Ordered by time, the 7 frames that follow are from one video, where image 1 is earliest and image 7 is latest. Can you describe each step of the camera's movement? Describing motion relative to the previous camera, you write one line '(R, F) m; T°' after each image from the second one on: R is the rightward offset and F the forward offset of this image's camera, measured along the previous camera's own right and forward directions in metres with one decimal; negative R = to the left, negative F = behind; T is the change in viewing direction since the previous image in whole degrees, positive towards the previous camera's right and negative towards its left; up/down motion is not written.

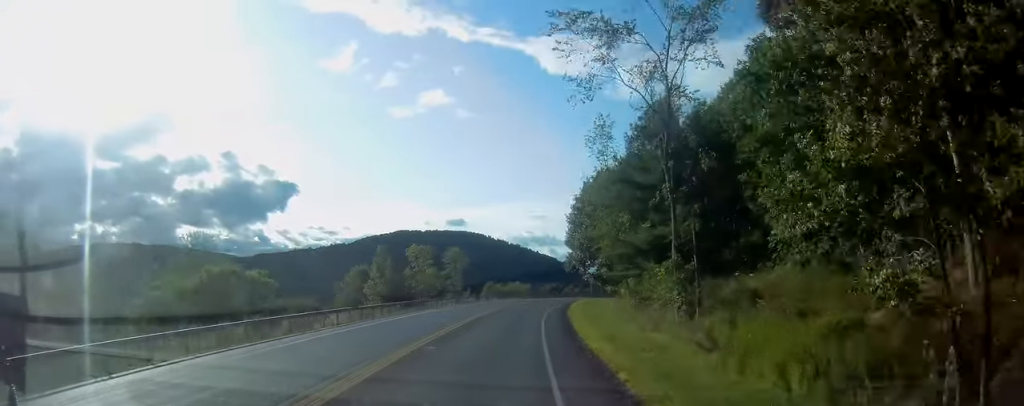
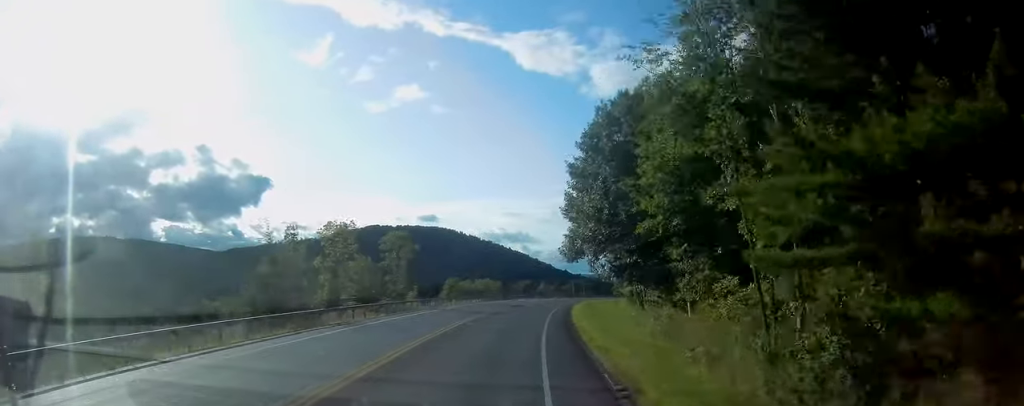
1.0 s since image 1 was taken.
(+0.7, +23.5) m; +2°
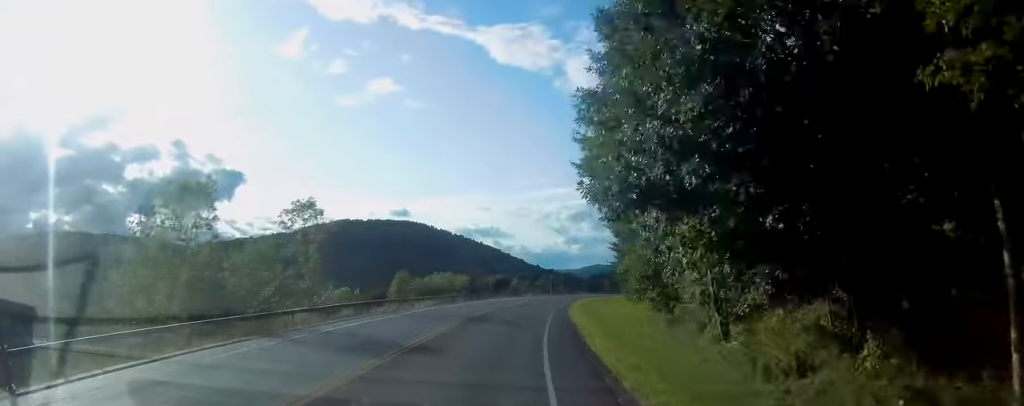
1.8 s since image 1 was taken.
(0.0, +20.0) m; +1°
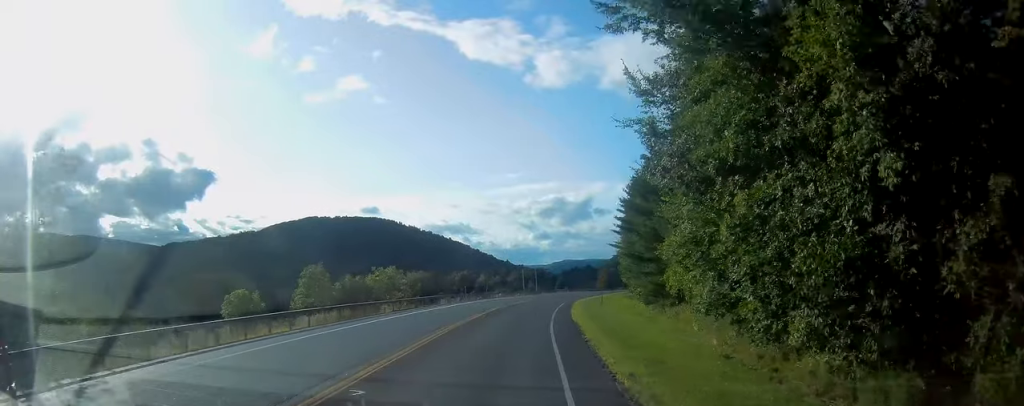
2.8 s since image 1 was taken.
(+0.5, +24.3) m; +4°
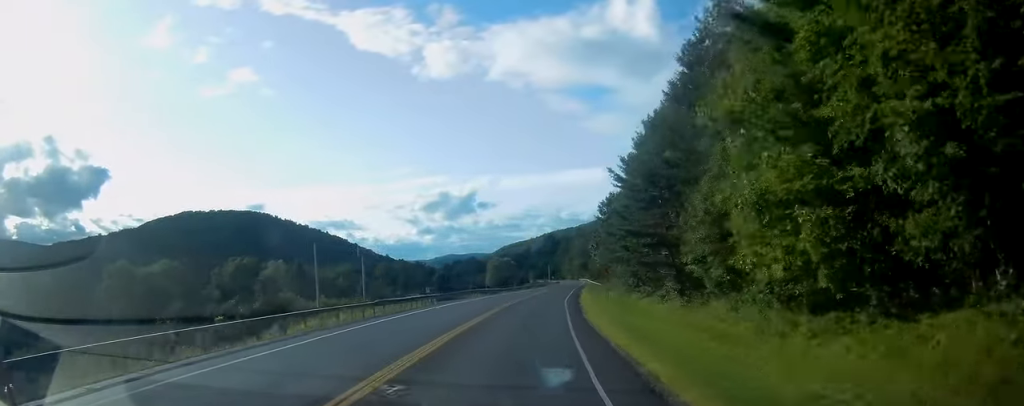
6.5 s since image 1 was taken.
(+10.4, +89.7) m; +13°
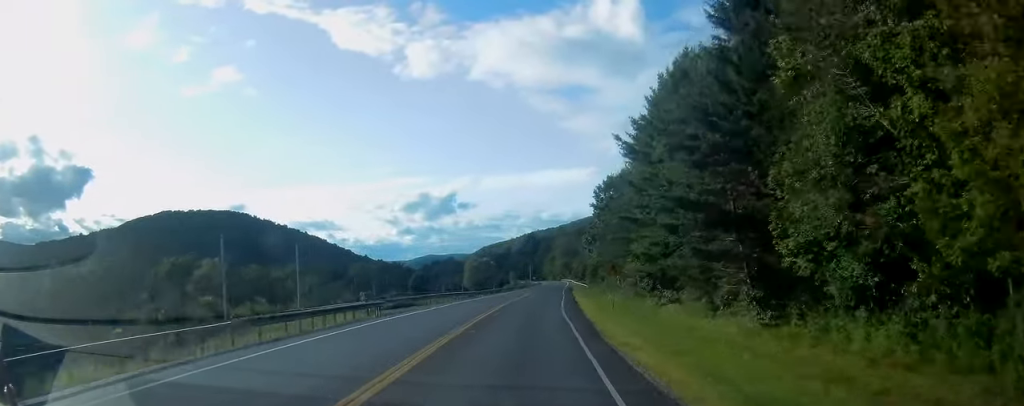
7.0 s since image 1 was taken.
(+0.4, +14.4) m; +1°
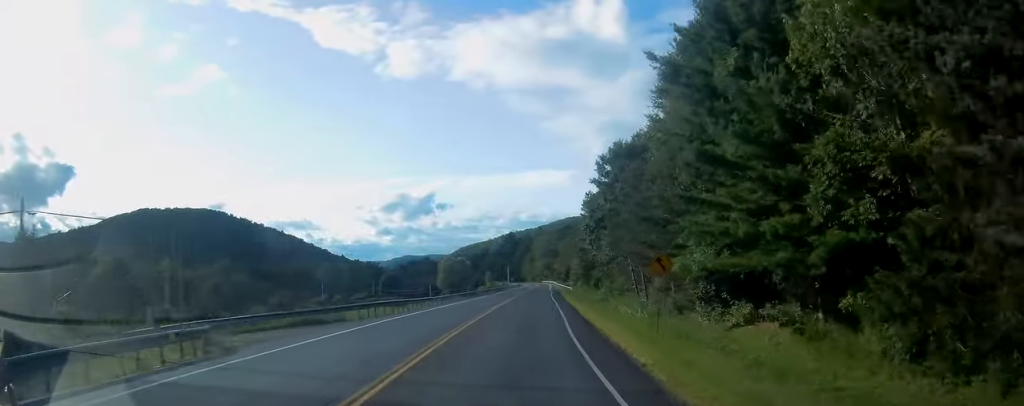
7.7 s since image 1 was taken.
(+0.3, +17.9) m; +2°
